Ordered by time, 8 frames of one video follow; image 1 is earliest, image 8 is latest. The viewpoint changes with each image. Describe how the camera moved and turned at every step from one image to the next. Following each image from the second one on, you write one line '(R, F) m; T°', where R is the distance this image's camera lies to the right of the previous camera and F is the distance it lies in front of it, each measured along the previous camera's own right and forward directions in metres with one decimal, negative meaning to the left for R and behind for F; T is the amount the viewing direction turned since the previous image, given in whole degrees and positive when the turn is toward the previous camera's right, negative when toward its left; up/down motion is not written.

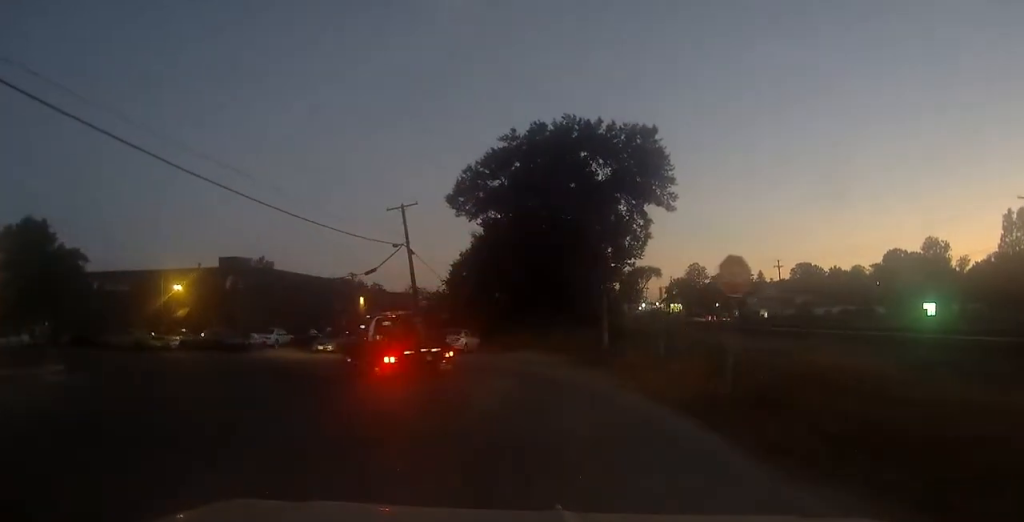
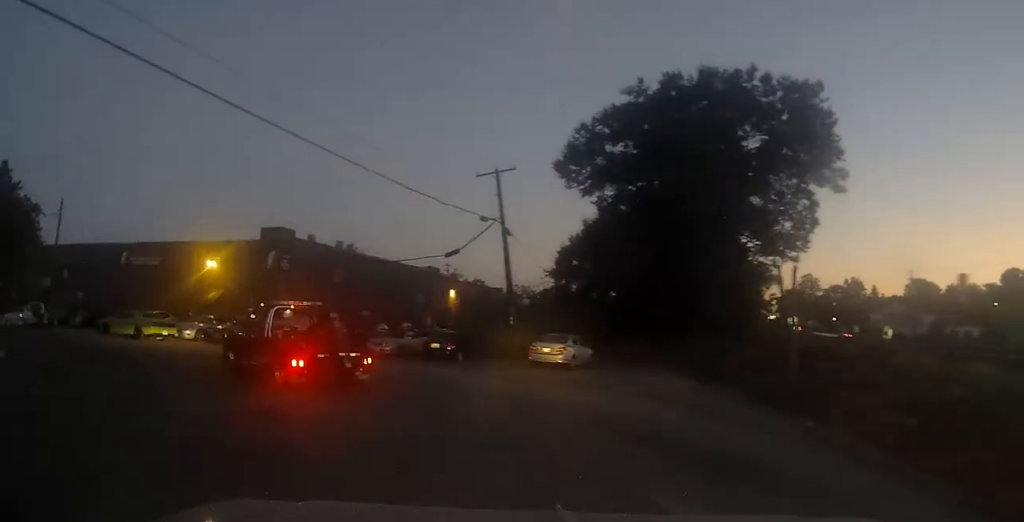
(-0.6, +11.5) m; -8°
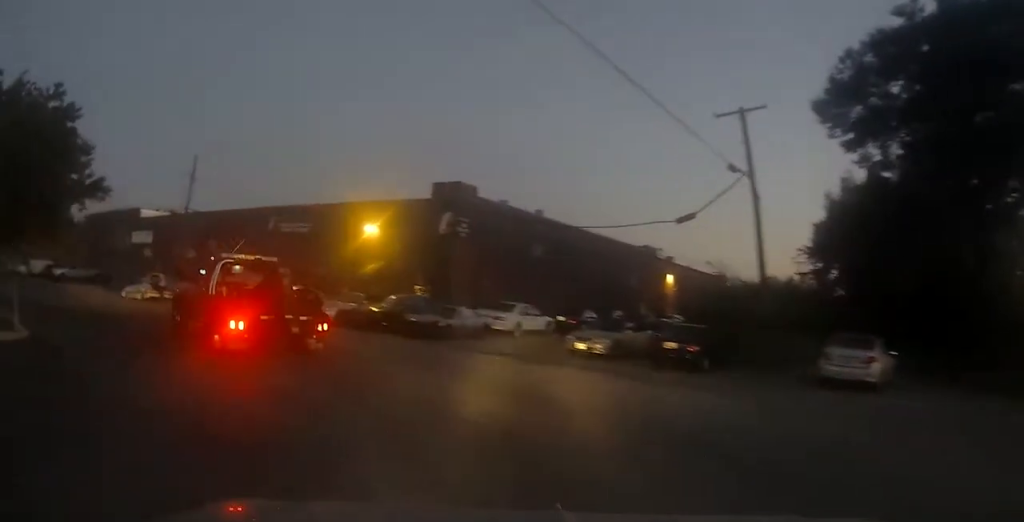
(-0.8, +9.0) m; -15°
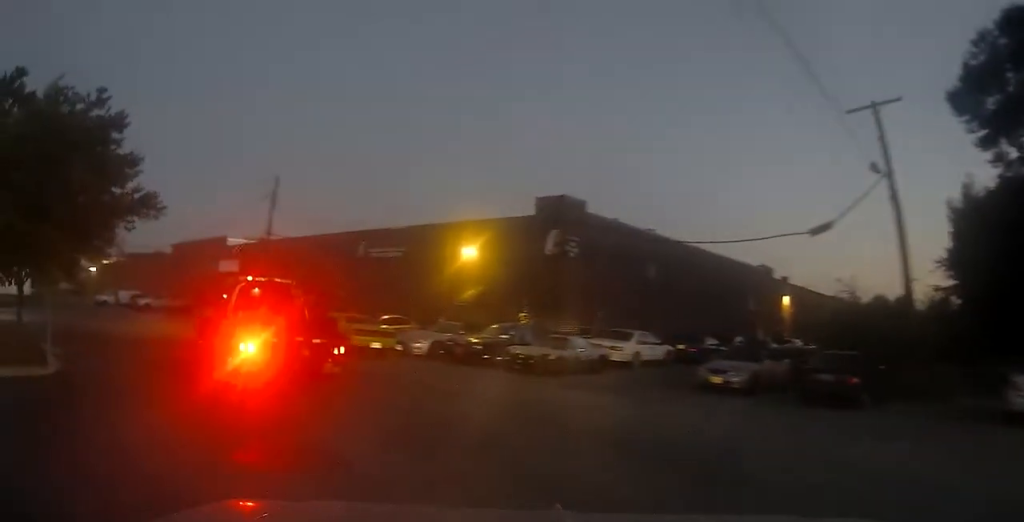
(-0.1, +3.0) m; -8°
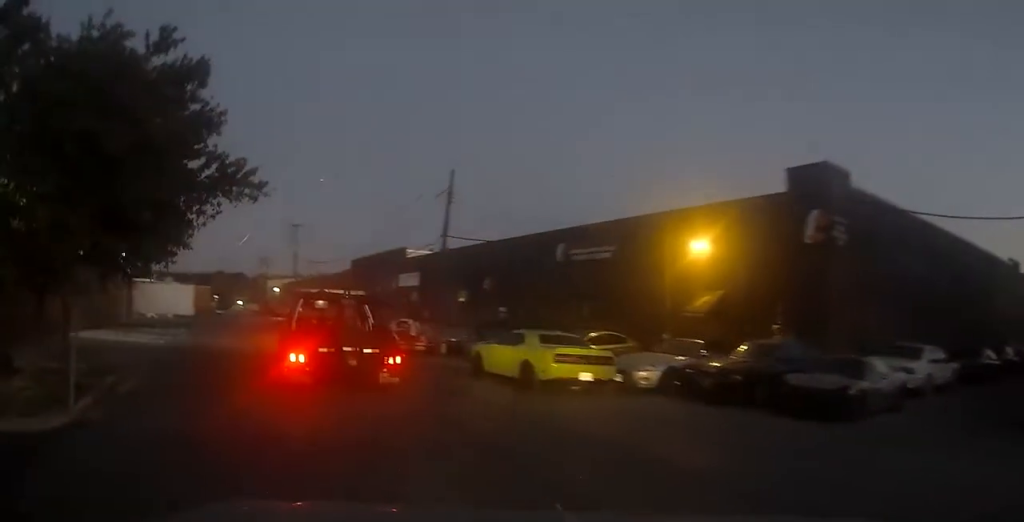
(-0.8, +6.2) m; -21°
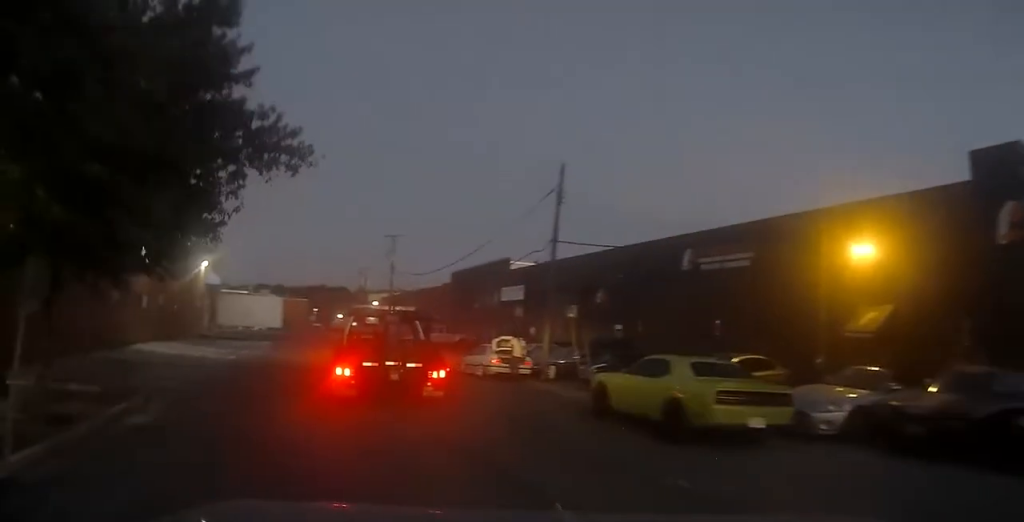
(-0.9, +3.9) m; -12°
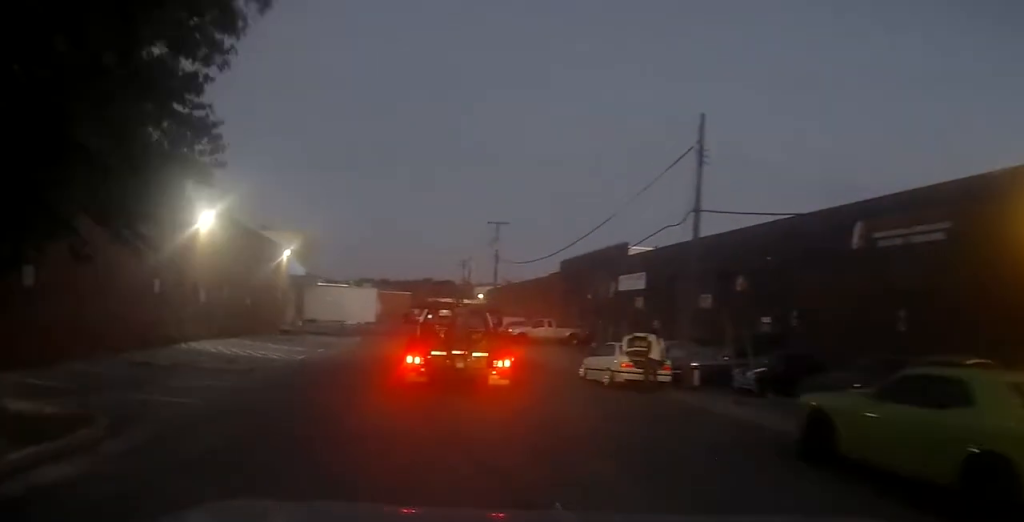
(-0.6, +4.9) m; -10°
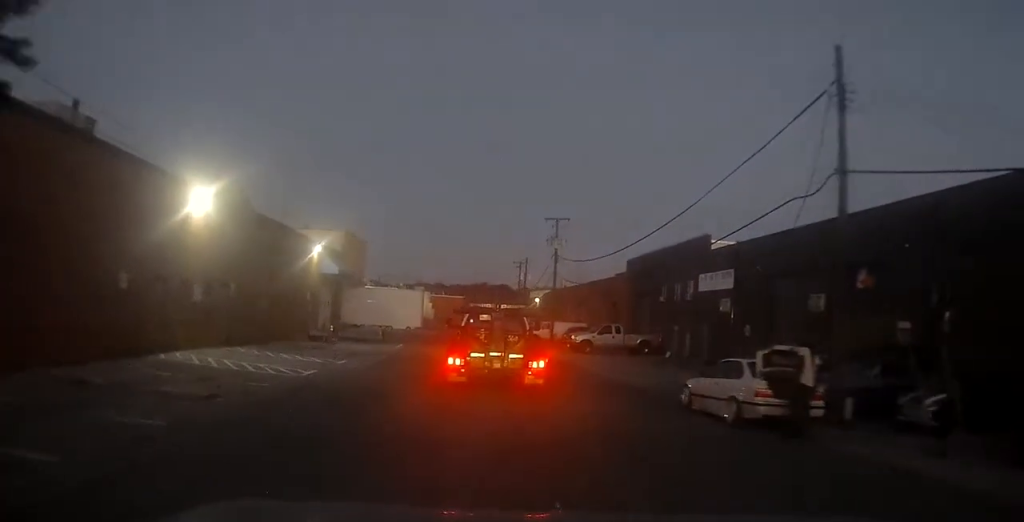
(-0.4, +5.2) m; -5°
